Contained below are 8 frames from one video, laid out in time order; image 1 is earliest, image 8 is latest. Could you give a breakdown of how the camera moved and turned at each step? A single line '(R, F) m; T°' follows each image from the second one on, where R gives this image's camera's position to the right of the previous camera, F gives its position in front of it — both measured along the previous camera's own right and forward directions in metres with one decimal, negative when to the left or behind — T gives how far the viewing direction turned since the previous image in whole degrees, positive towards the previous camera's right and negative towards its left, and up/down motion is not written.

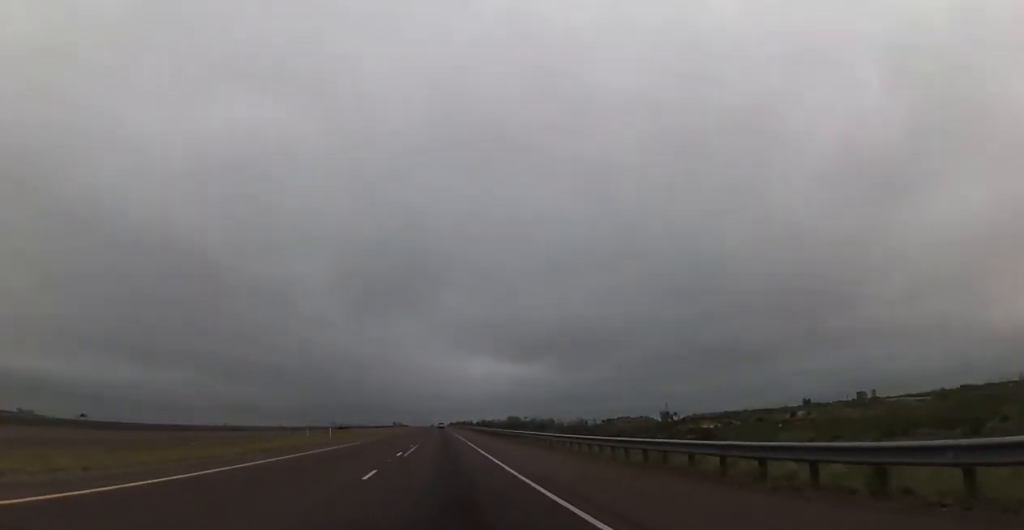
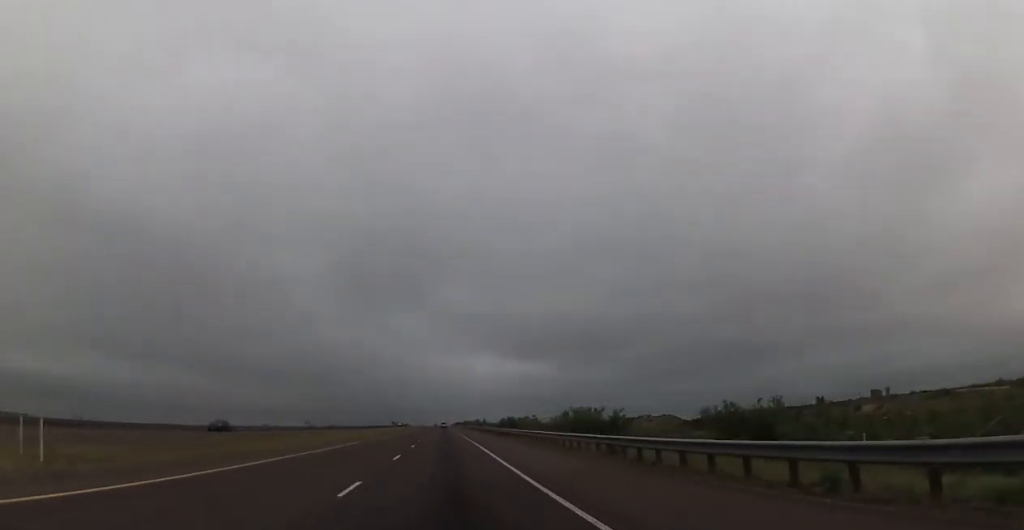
(+0.6, +52.7) m; 0°
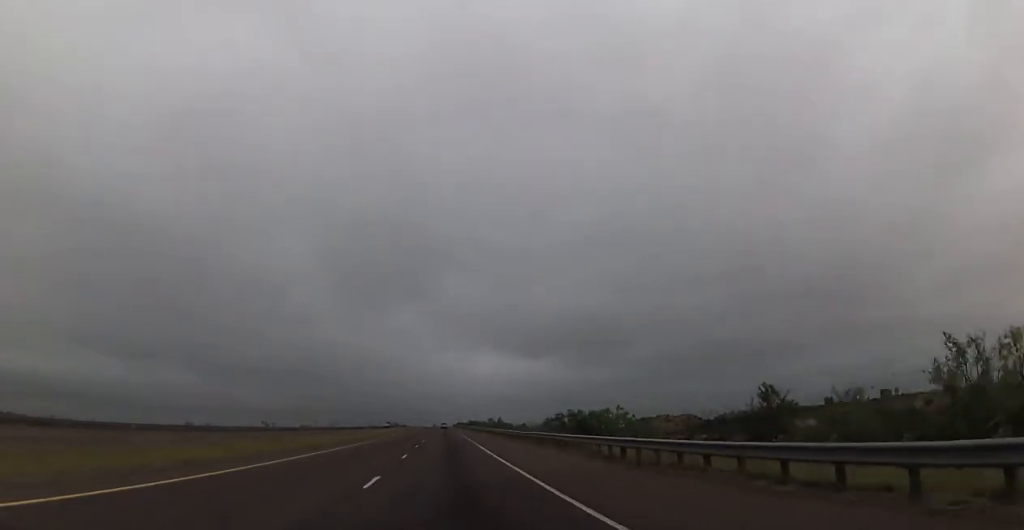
(-0.7, +47.1) m; -1°
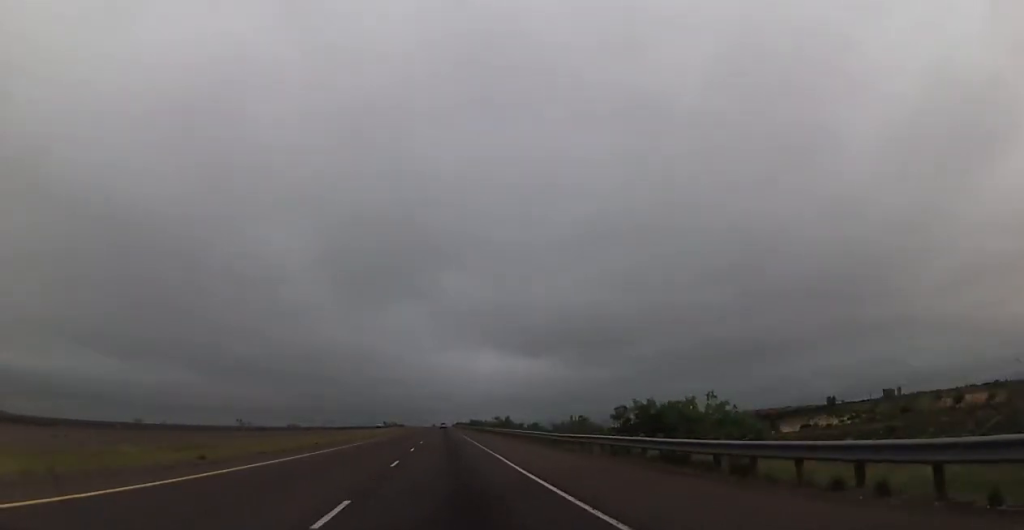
(0.0, +17.6) m; 0°
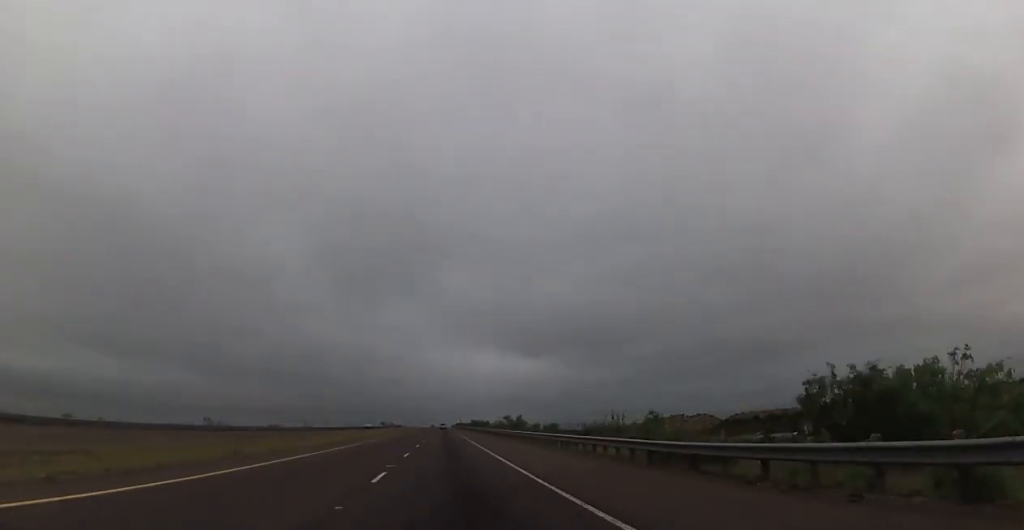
(0.0, +17.7) m; 0°
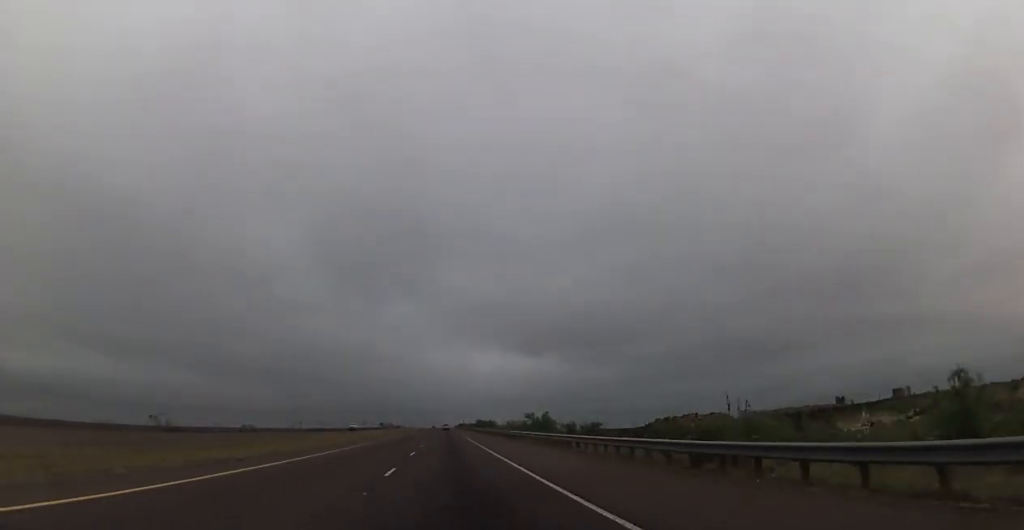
(+0.1, +22.4) m; 0°
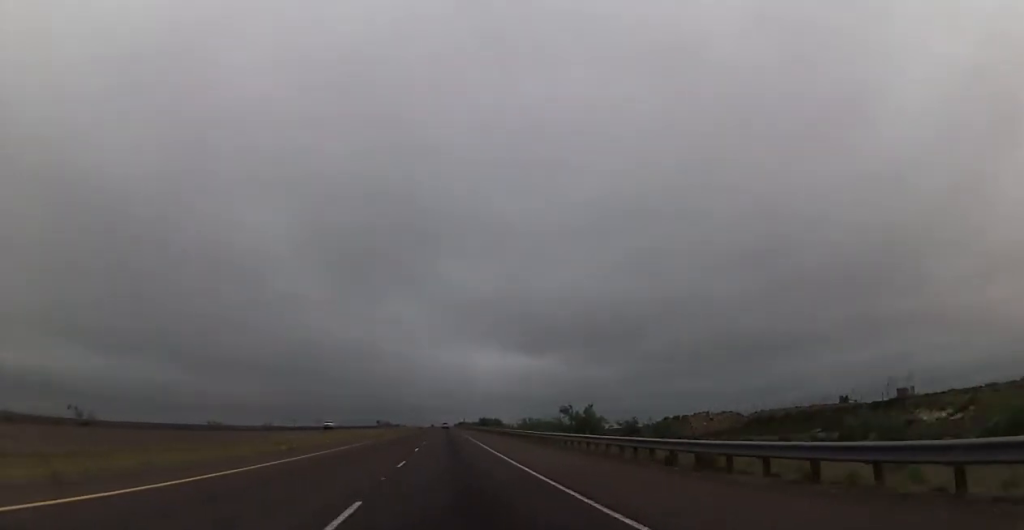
(-0.3, +21.1) m; 0°
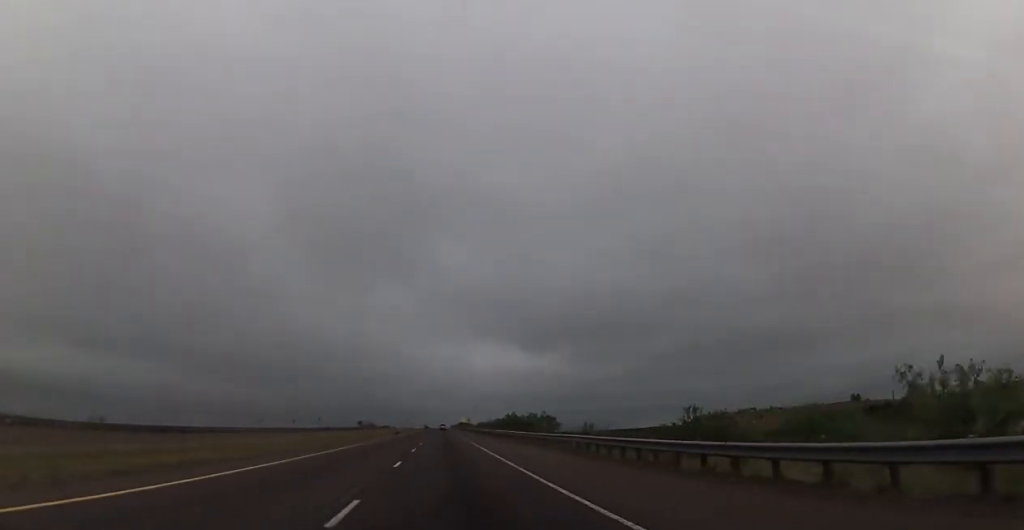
(+0.5, +72.9) m; +1°
